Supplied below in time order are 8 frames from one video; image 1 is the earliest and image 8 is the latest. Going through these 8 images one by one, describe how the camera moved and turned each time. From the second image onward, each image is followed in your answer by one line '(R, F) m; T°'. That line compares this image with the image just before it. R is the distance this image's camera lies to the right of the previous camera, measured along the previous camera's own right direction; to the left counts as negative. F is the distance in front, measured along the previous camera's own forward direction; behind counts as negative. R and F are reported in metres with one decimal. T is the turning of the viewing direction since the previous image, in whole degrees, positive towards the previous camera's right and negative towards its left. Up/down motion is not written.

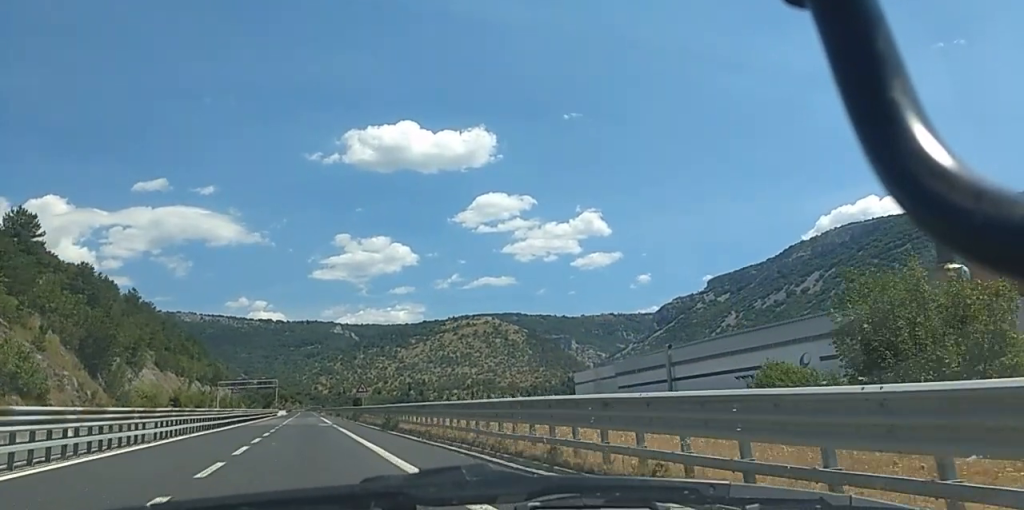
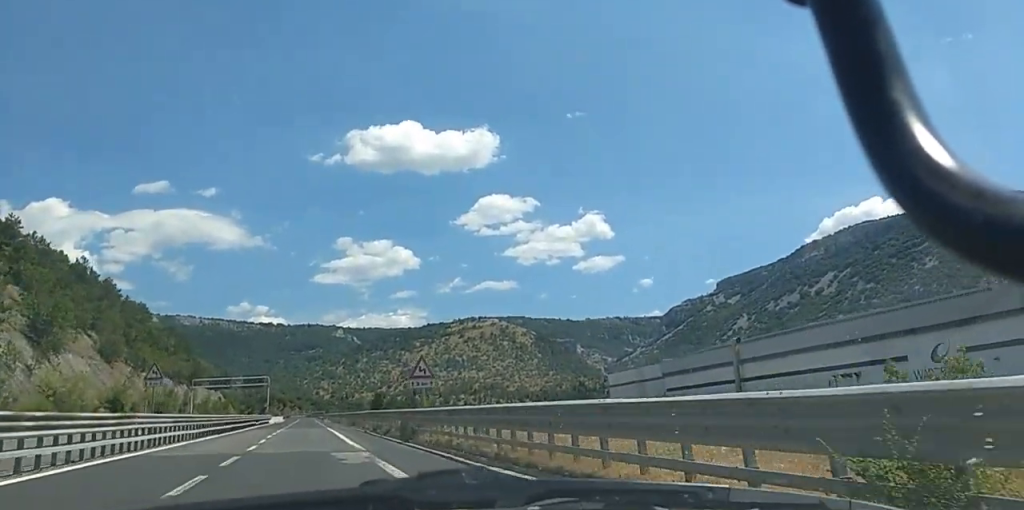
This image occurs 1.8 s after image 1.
(+0.3, +38.8) m; 0°
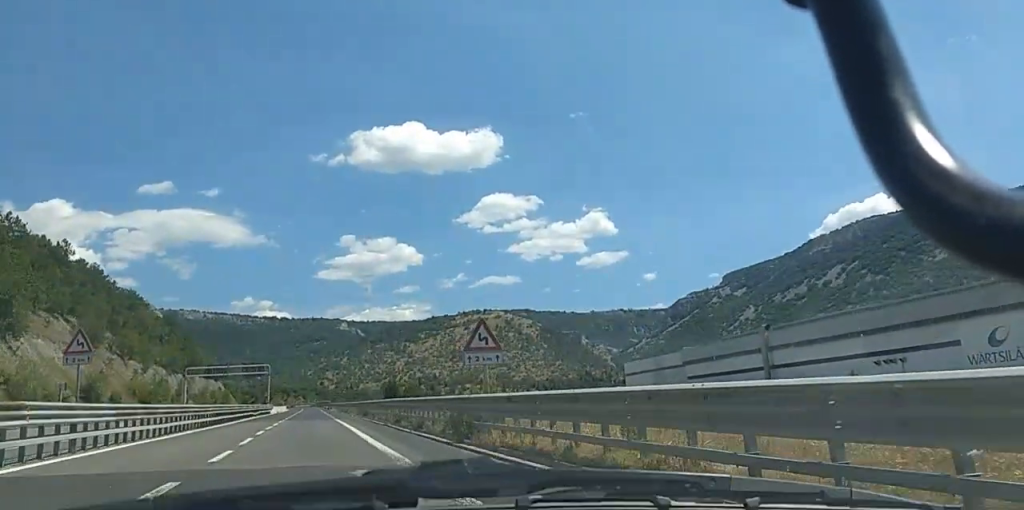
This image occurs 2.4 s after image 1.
(0.0, +12.2) m; -1°
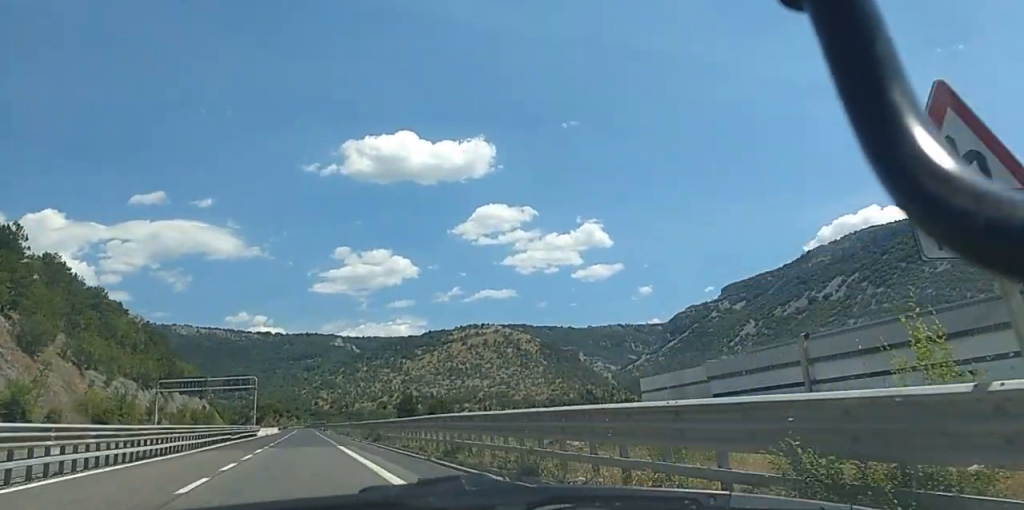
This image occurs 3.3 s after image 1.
(-0.2, +17.4) m; 0°
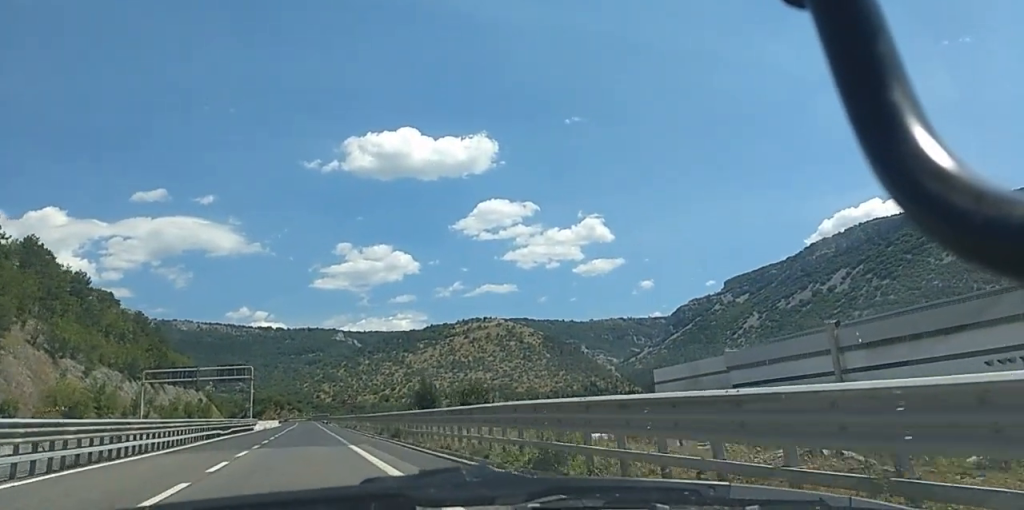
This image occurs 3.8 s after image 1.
(+0.1, +10.1) m; 0°
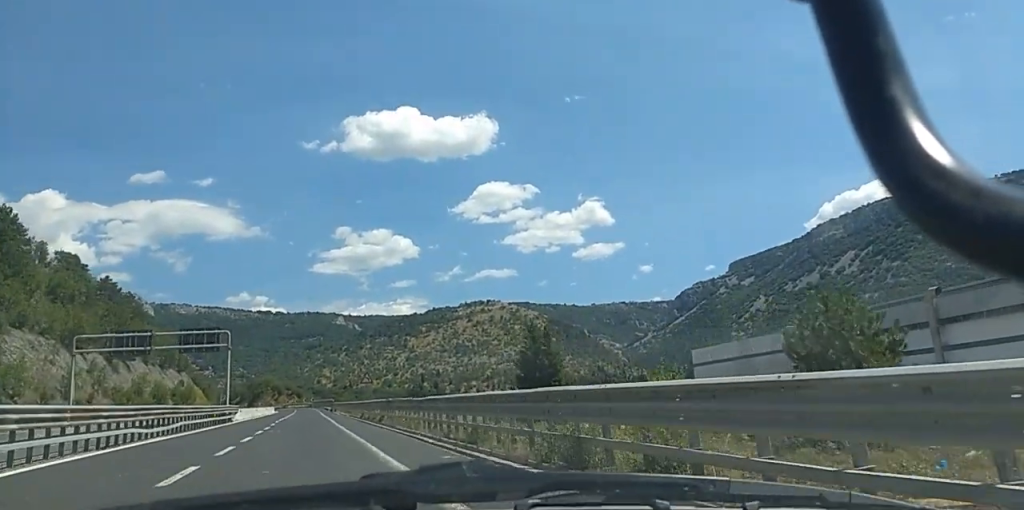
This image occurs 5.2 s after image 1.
(-0.1, +26.6) m; 0°
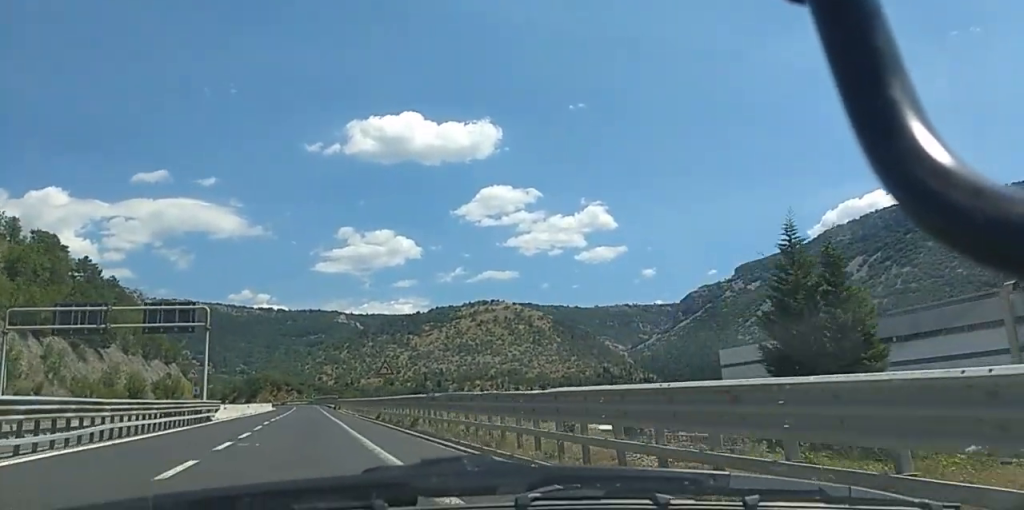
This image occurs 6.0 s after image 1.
(+0.1, +15.8) m; +1°
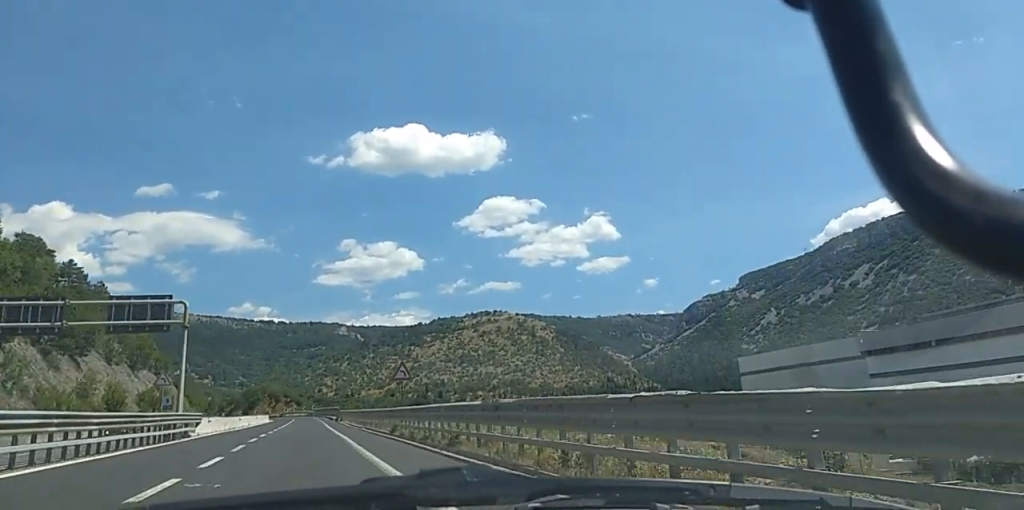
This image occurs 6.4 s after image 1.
(0.0, +7.9) m; 0°
